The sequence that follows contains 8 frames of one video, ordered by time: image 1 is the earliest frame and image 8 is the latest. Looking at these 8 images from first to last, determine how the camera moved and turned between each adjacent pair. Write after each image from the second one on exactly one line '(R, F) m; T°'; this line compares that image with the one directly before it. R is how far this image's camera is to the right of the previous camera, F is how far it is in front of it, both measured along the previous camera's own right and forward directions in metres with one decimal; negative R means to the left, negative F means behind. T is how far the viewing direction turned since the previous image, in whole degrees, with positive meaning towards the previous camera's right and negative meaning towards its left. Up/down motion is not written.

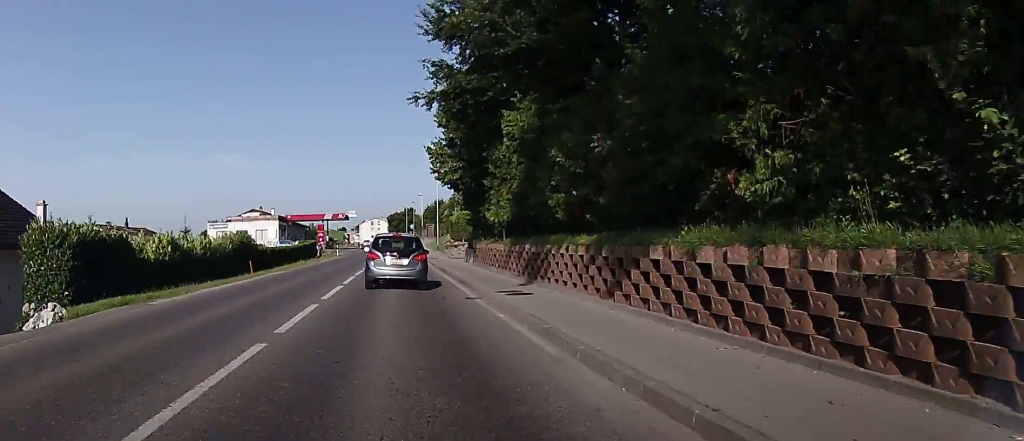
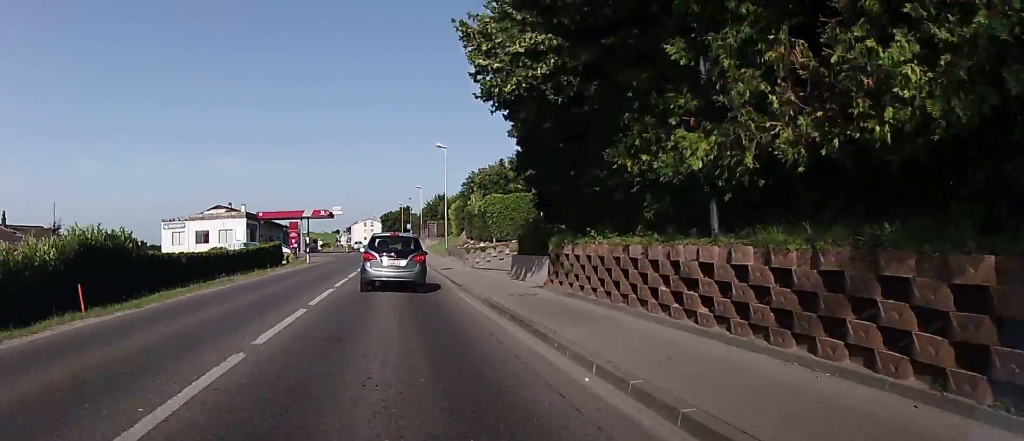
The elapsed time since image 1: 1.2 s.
(0.0, +18.1) m; +1°
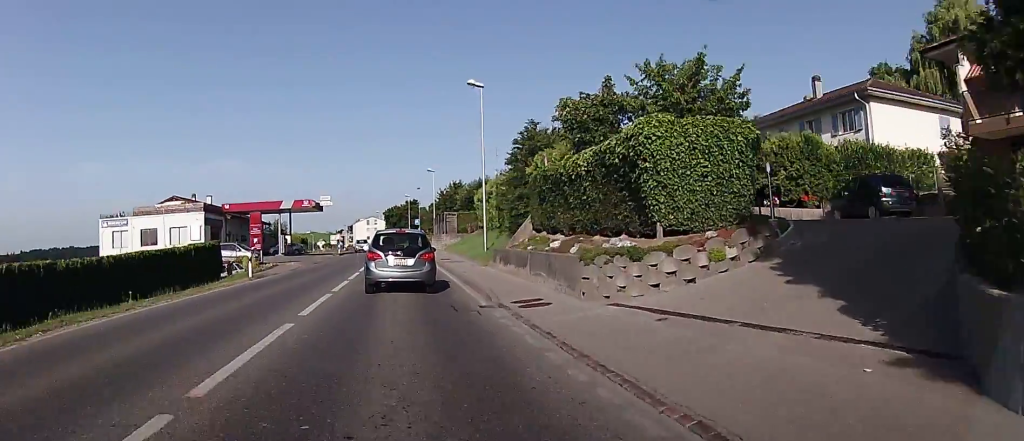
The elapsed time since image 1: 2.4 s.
(+0.6, +19.3) m; +3°
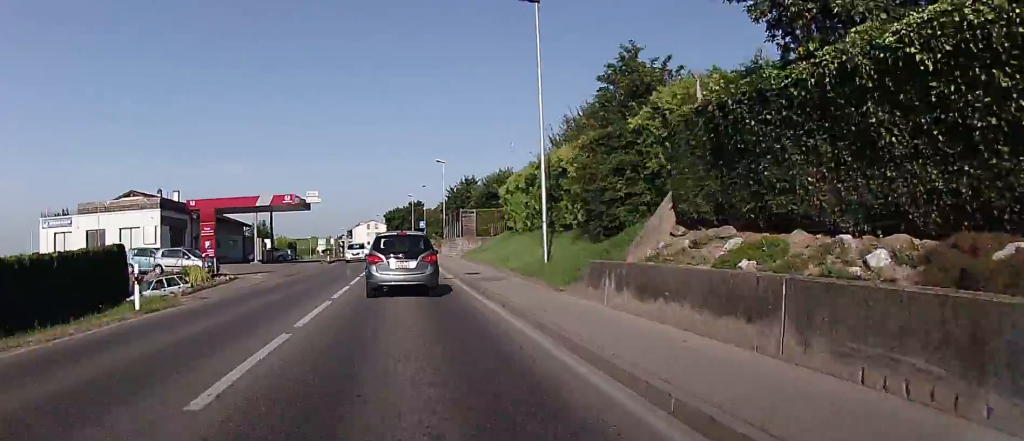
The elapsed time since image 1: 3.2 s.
(+0.3, +11.9) m; 0°
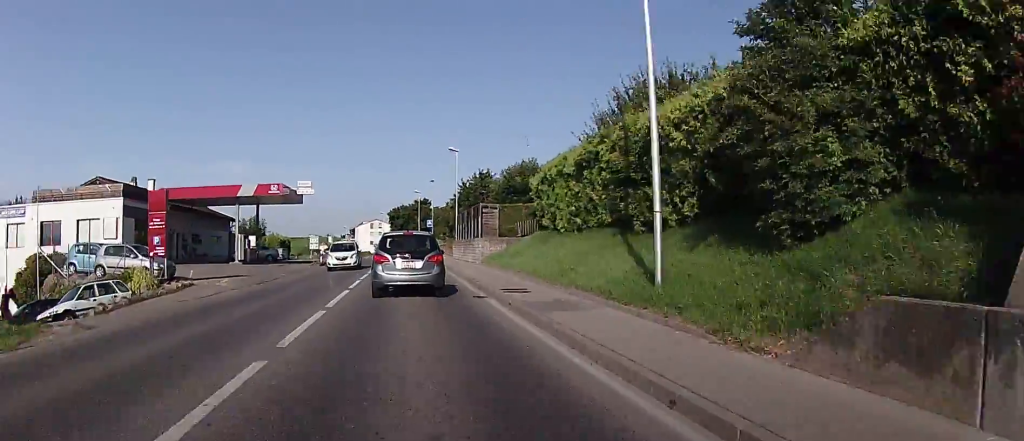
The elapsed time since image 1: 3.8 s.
(-0.3, +7.8) m; 0°
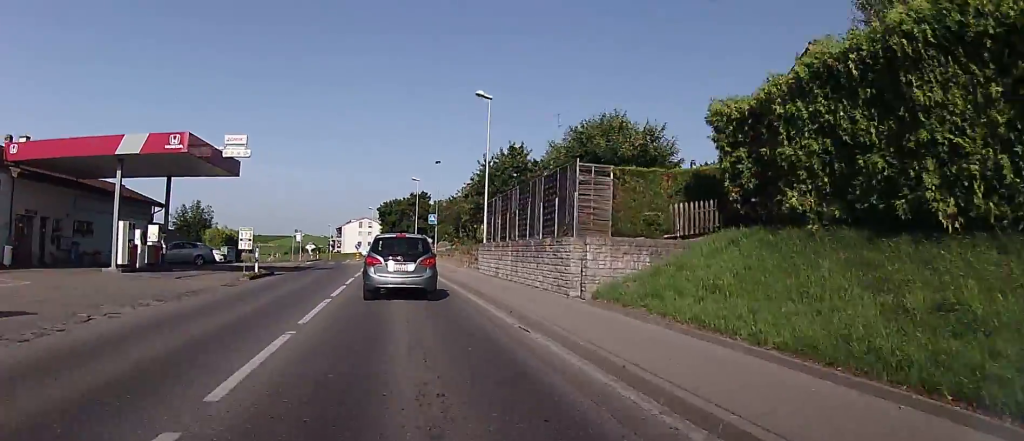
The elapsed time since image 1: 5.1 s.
(+0.3, +20.0) m; 0°
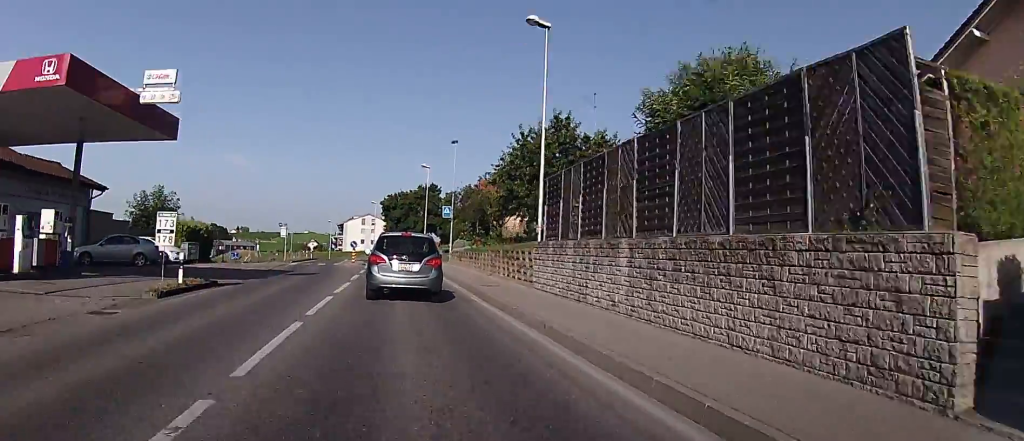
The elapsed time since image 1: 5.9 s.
(-0.3, +10.7) m; 0°
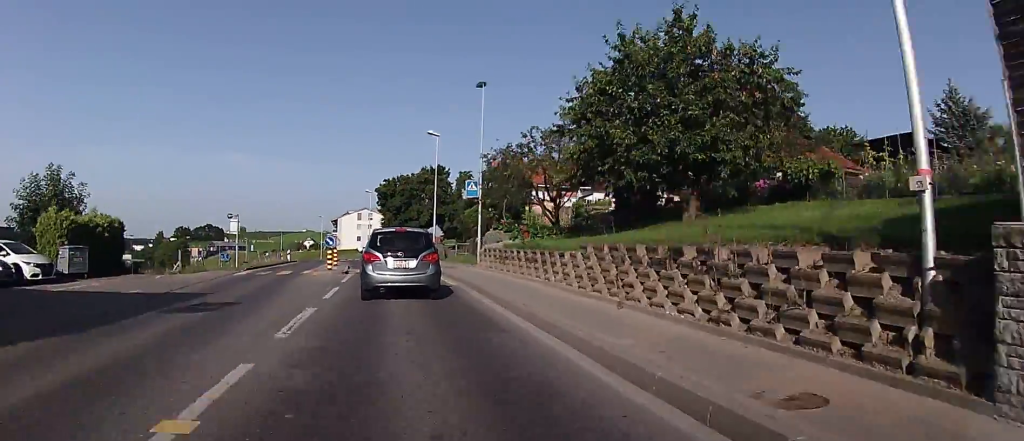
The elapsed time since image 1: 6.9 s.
(+0.2, +15.2) m; +1°
